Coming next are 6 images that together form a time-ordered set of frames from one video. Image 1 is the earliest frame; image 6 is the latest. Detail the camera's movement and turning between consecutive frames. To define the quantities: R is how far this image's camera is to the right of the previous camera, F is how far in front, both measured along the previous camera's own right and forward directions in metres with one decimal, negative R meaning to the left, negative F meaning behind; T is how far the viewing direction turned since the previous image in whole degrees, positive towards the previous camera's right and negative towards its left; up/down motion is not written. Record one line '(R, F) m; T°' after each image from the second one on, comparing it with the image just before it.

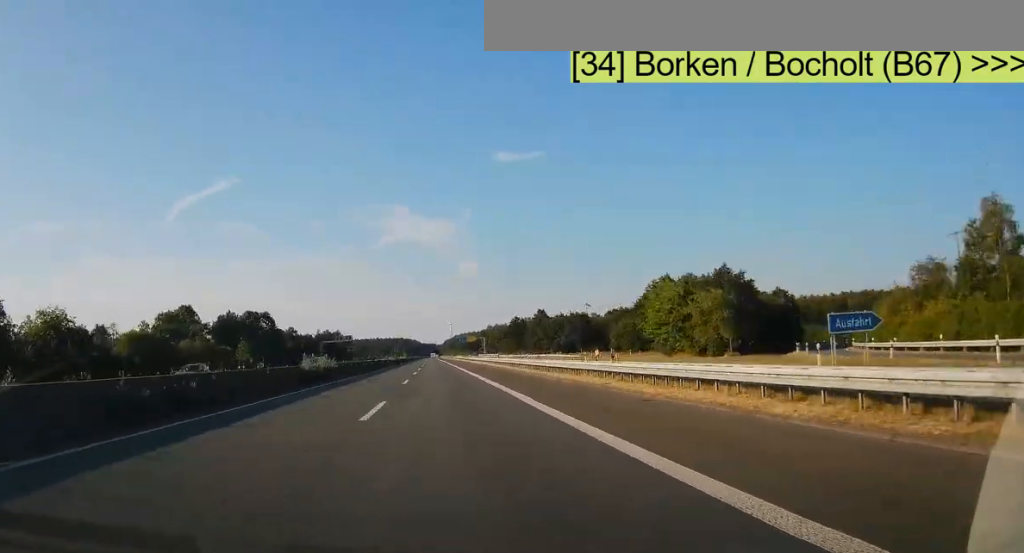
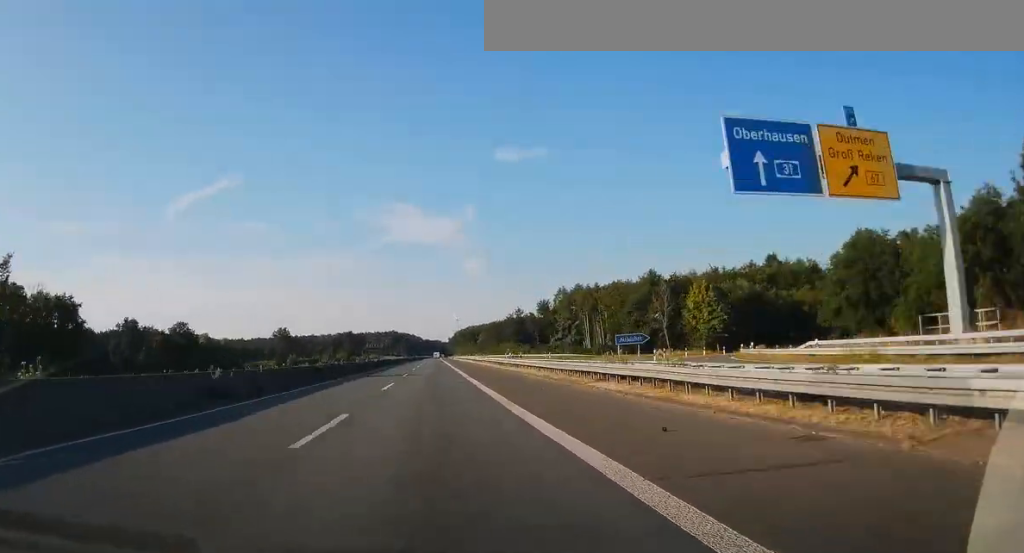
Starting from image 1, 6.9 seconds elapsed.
(-2.0, +269.7) m; -1°
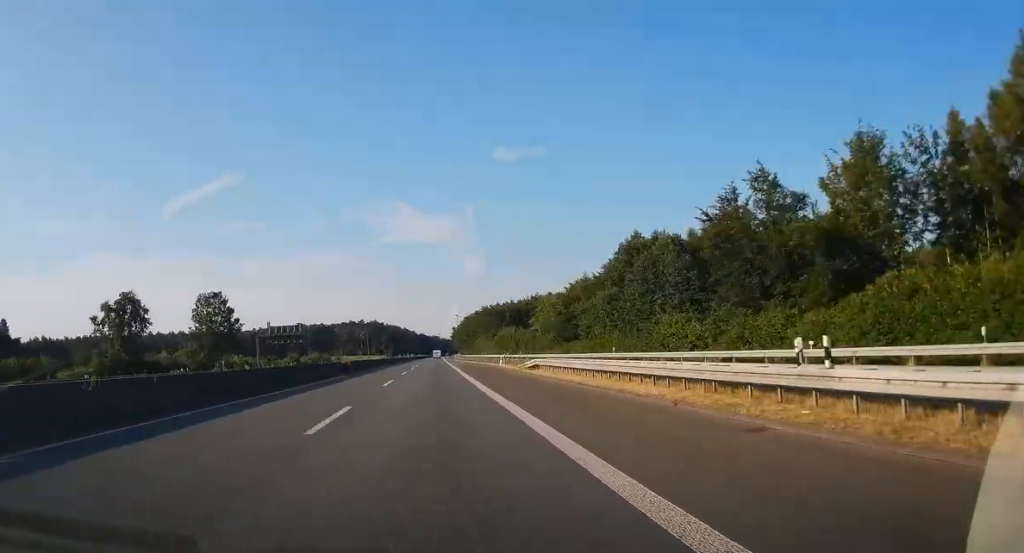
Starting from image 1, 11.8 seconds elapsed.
(+0.2, +194.2) m; 0°
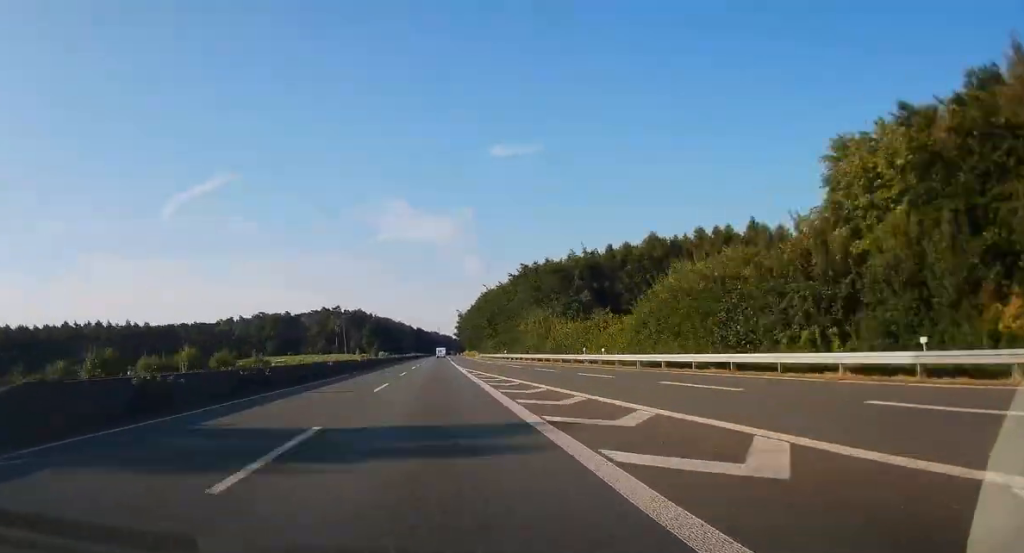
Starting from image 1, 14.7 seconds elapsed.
(+0.1, +111.4) m; 0°
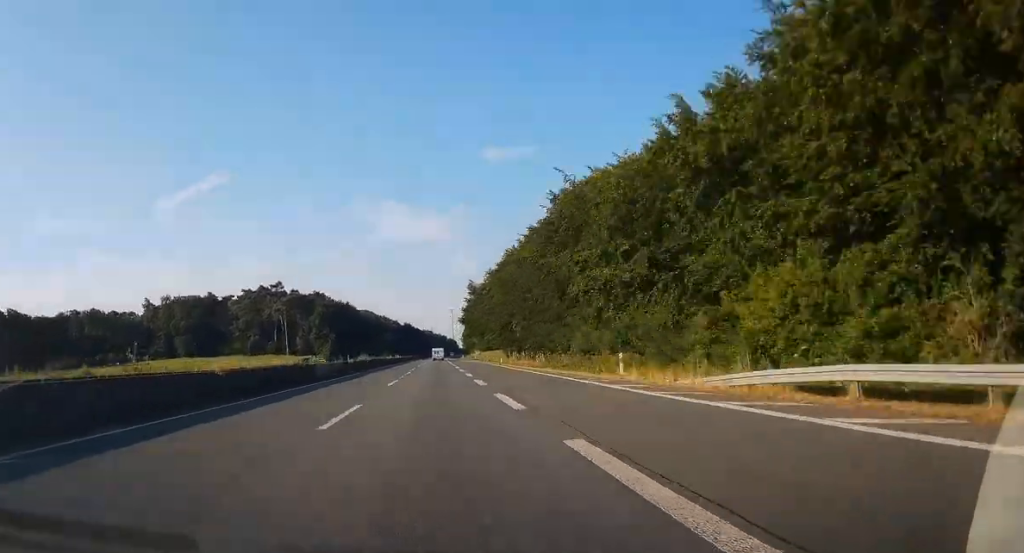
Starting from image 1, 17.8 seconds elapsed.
(+0.4, +113.9) m; 0°
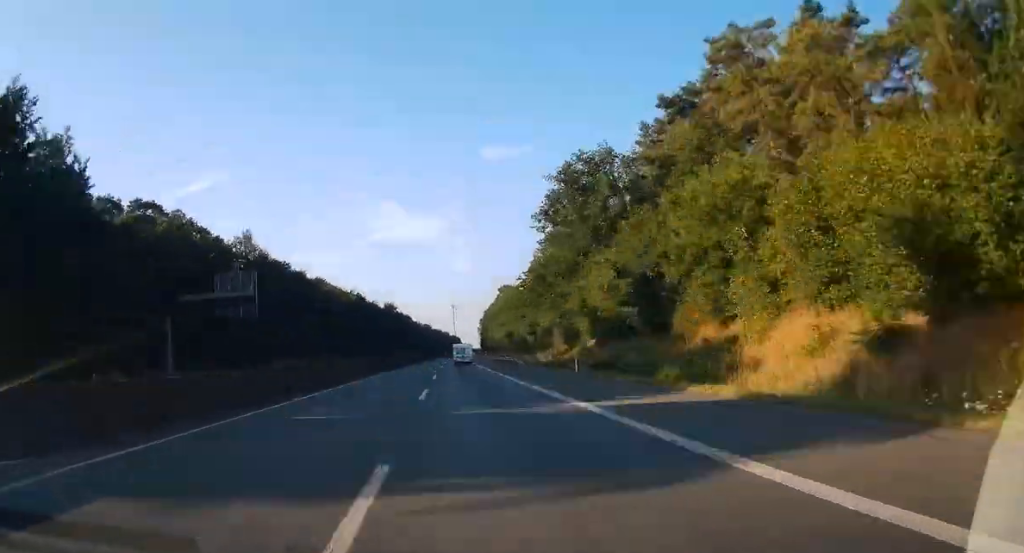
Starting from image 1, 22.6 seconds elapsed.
(+0.5, +186.9) m; 0°
